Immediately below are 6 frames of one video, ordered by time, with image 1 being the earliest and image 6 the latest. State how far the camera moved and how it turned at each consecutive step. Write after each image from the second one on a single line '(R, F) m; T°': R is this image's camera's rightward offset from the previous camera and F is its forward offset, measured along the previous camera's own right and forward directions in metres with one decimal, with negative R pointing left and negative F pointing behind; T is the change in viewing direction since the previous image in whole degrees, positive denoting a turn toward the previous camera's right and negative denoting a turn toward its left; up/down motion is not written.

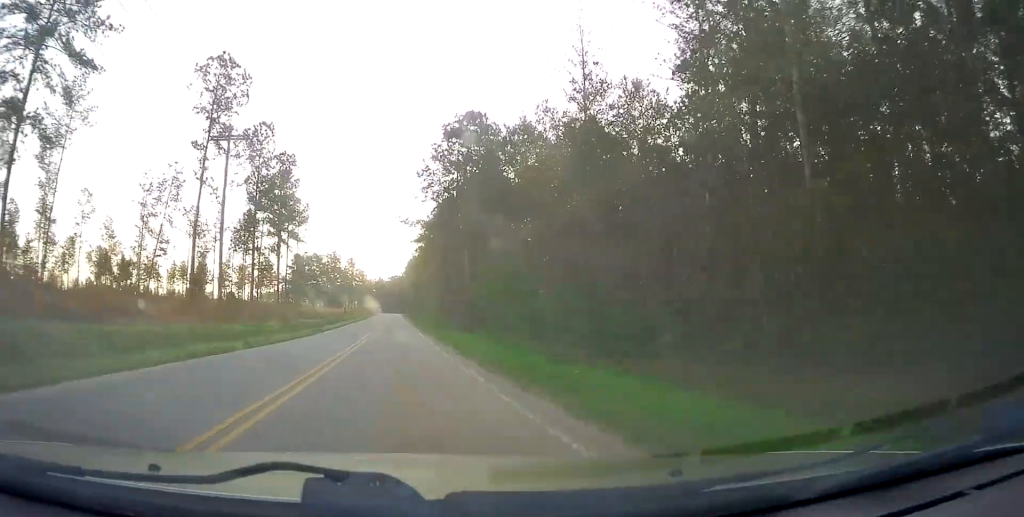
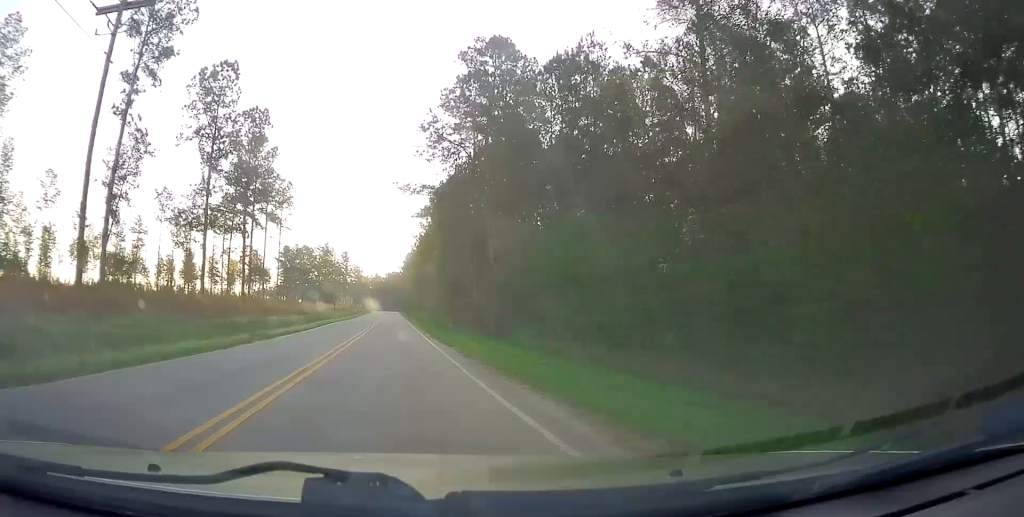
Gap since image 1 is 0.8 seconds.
(+0.1, +14.7) m; 0°
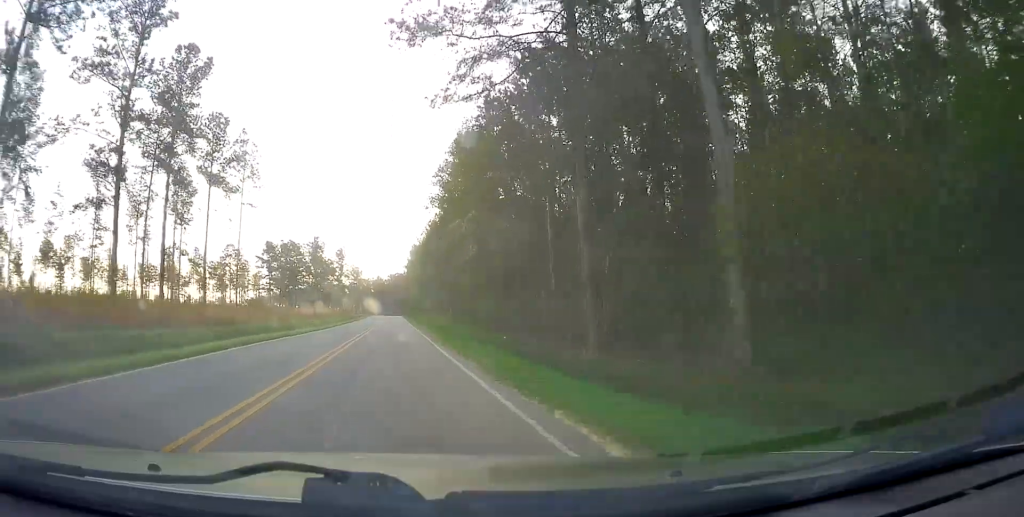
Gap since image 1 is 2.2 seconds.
(-0.1, +26.0) m; -1°
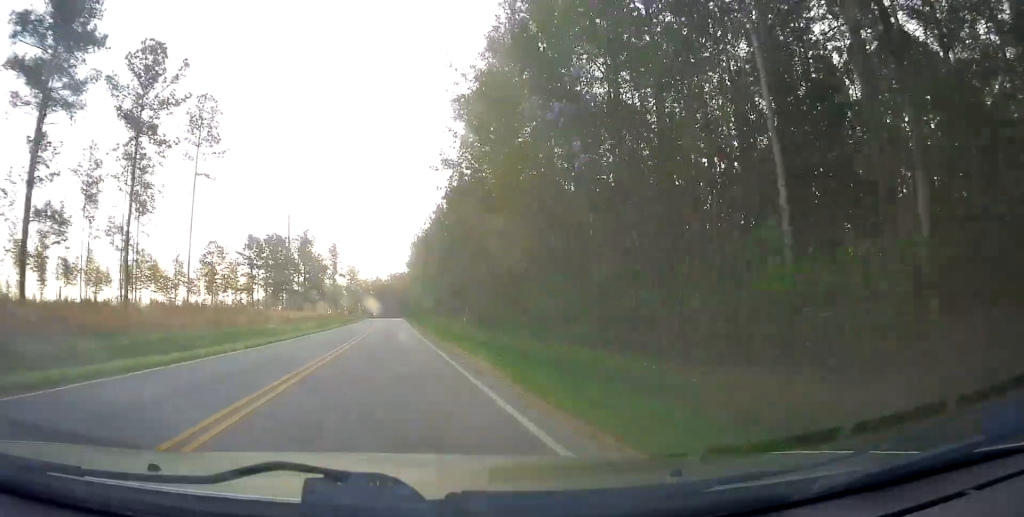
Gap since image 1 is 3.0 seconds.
(0.0, +16.9) m; +2°
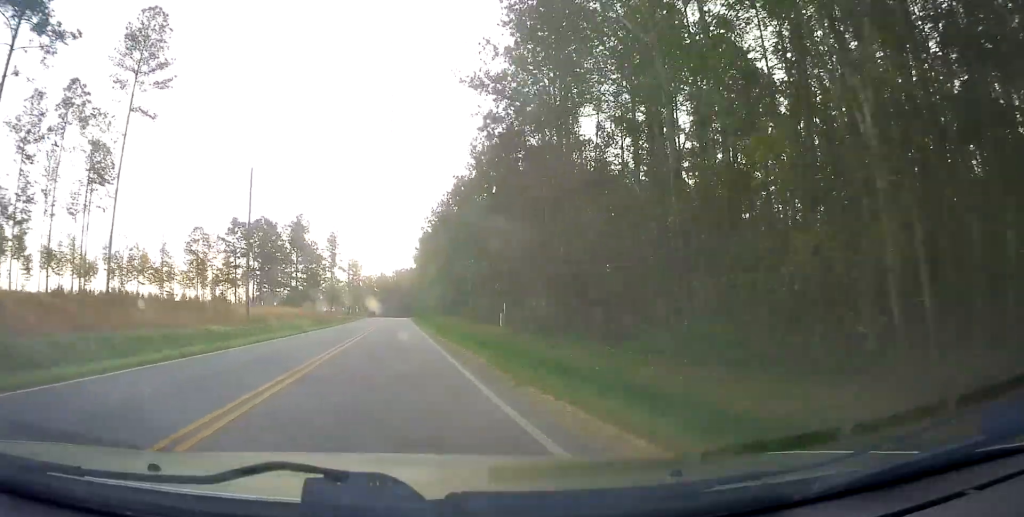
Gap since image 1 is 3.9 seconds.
(+0.6, +17.2) m; -1°
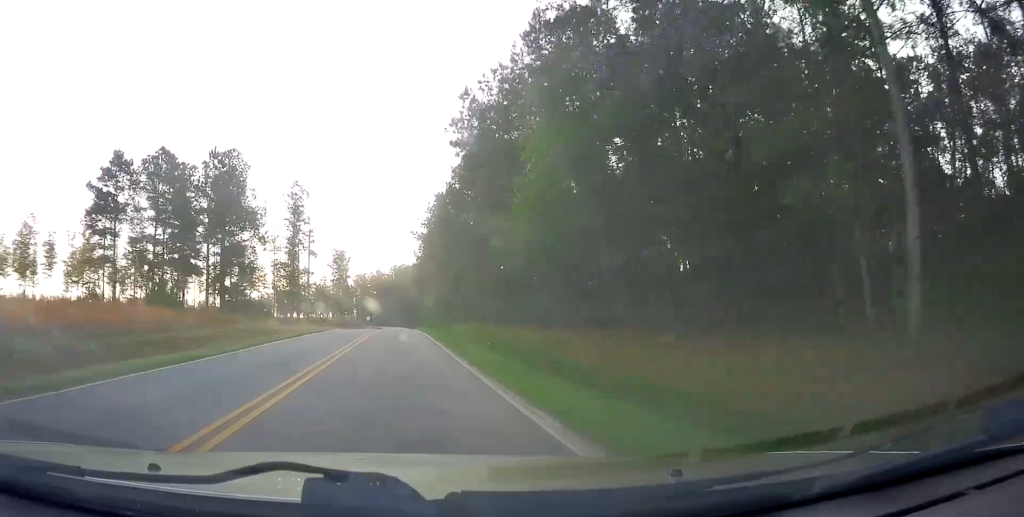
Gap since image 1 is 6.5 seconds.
(-1.7, +49.2) m; -2°
